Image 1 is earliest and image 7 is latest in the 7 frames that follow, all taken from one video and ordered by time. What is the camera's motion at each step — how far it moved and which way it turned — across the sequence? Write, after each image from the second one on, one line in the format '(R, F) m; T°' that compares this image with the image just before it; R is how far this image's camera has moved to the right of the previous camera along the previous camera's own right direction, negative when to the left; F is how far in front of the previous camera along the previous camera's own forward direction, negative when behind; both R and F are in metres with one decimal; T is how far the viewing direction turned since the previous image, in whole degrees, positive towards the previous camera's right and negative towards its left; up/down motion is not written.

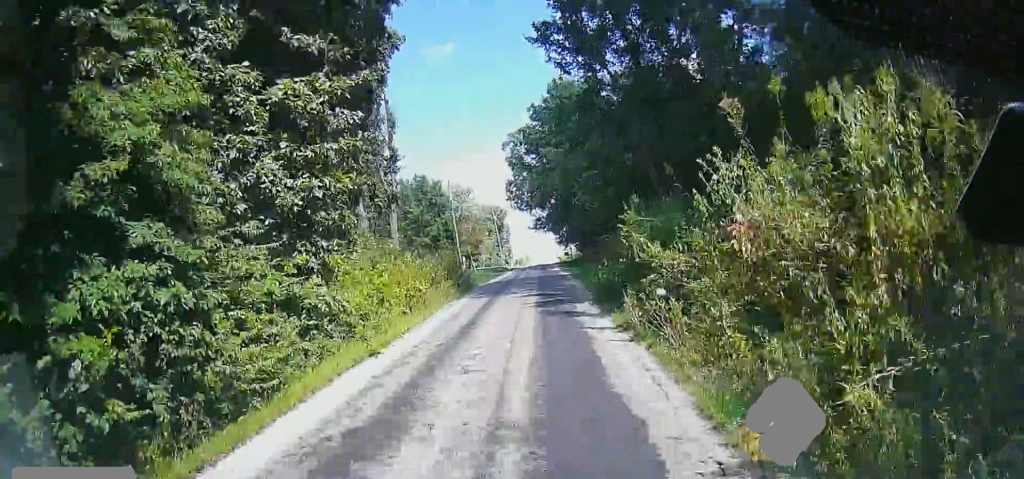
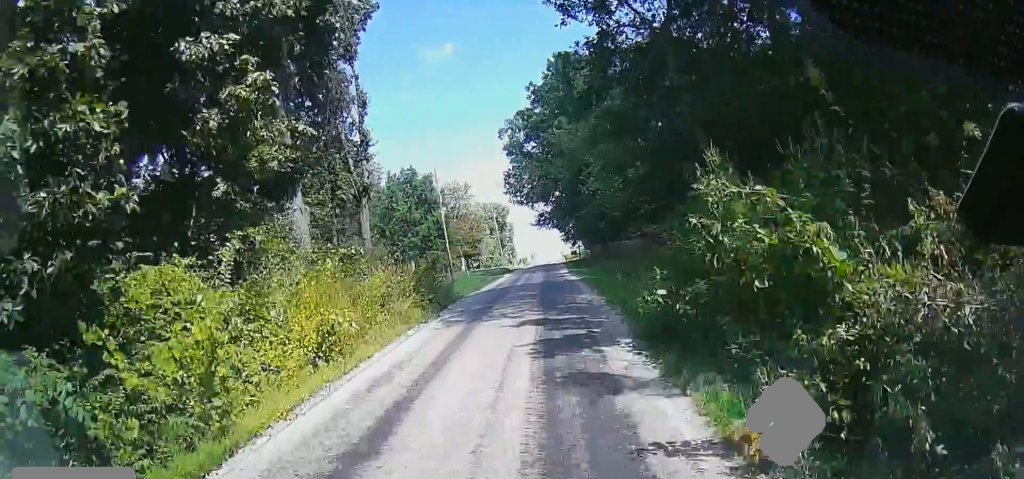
(0.0, +7.4) m; 0°
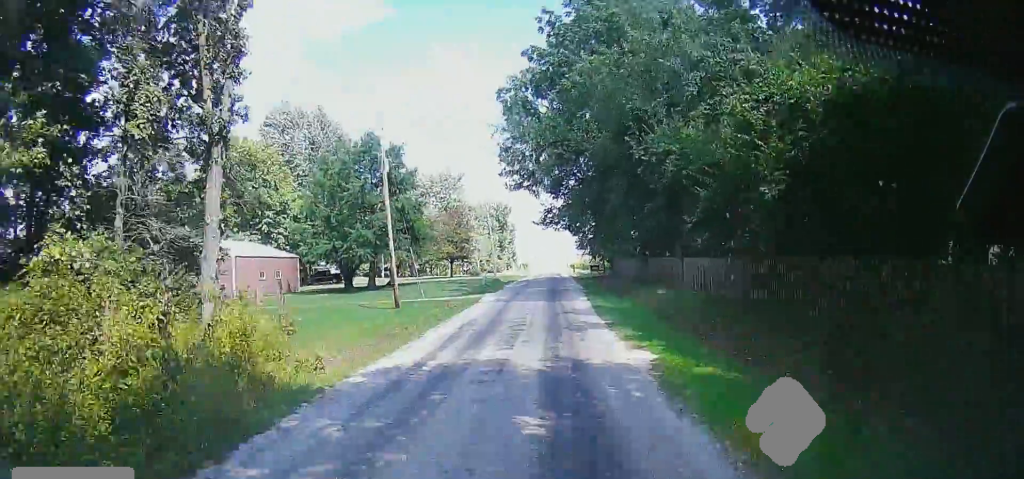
(0.0, +17.5) m; 0°
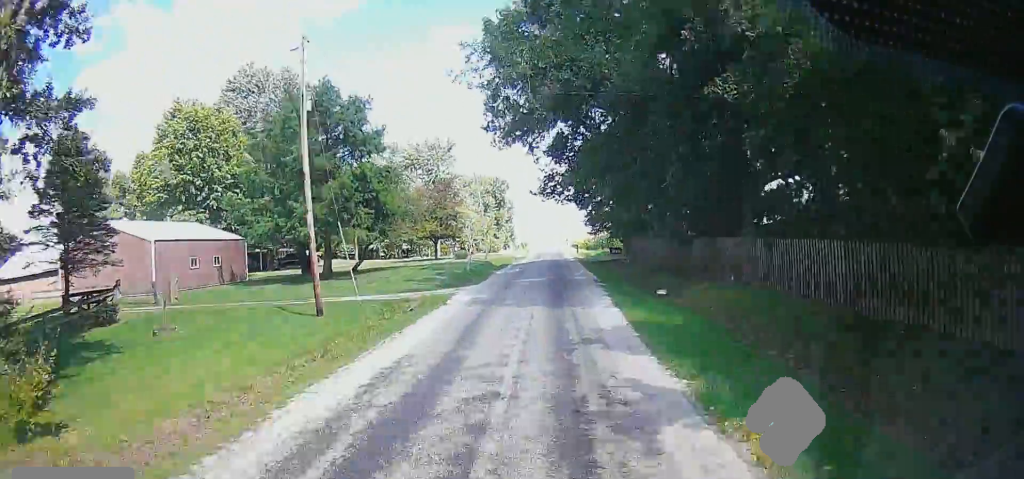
(+0.1, +9.7) m; -2°
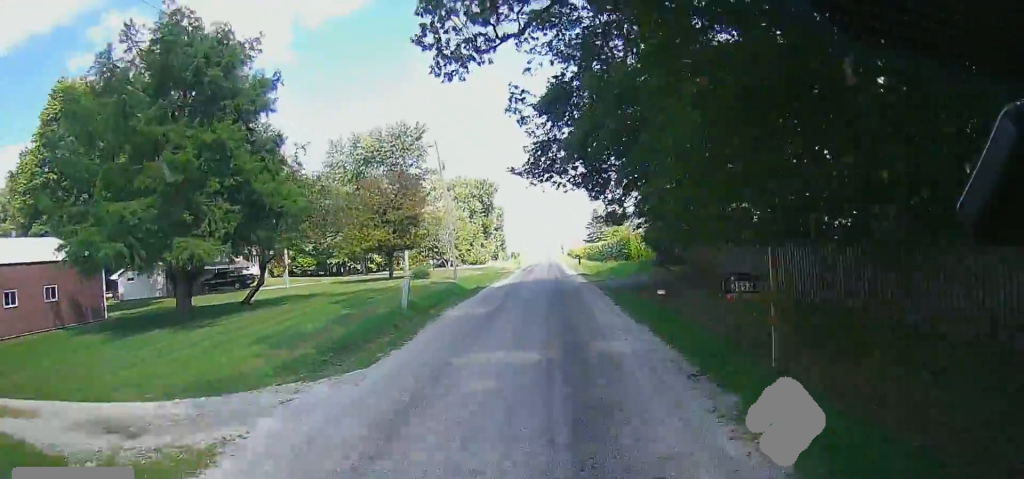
(-0.5, +15.9) m; 0°
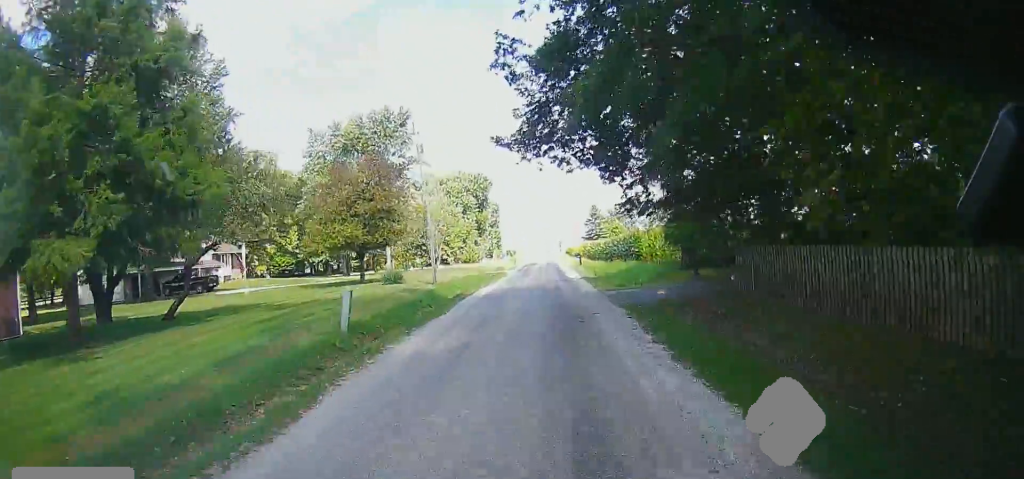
(+0.2, +6.5) m; +1°
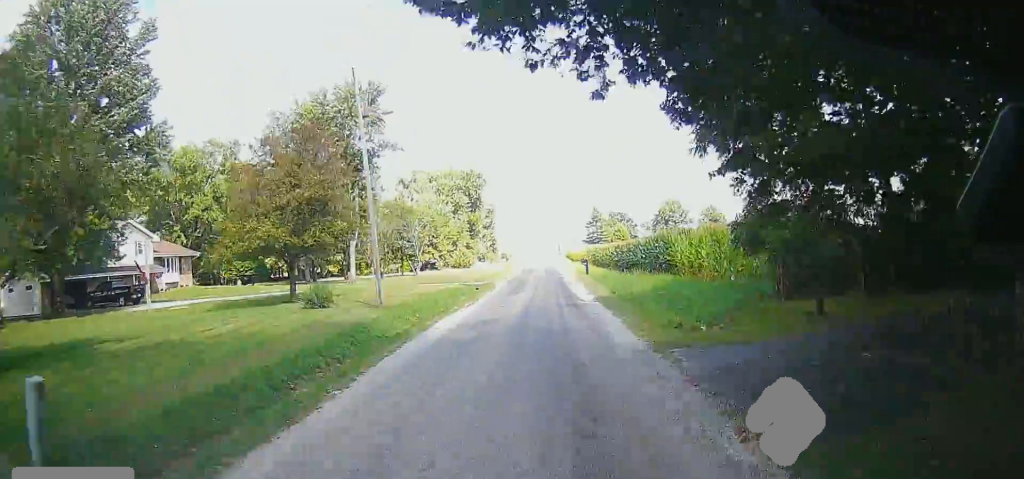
(+0.2, +11.0) m; 0°
